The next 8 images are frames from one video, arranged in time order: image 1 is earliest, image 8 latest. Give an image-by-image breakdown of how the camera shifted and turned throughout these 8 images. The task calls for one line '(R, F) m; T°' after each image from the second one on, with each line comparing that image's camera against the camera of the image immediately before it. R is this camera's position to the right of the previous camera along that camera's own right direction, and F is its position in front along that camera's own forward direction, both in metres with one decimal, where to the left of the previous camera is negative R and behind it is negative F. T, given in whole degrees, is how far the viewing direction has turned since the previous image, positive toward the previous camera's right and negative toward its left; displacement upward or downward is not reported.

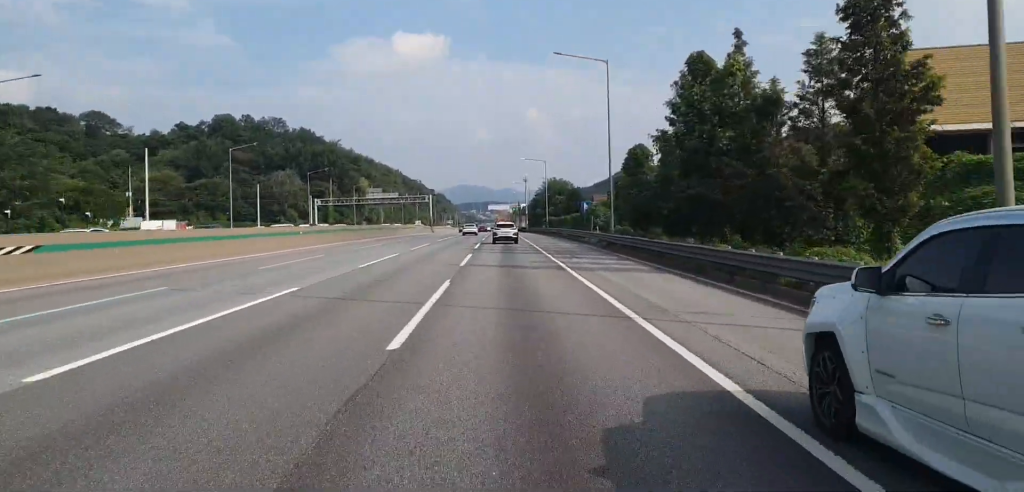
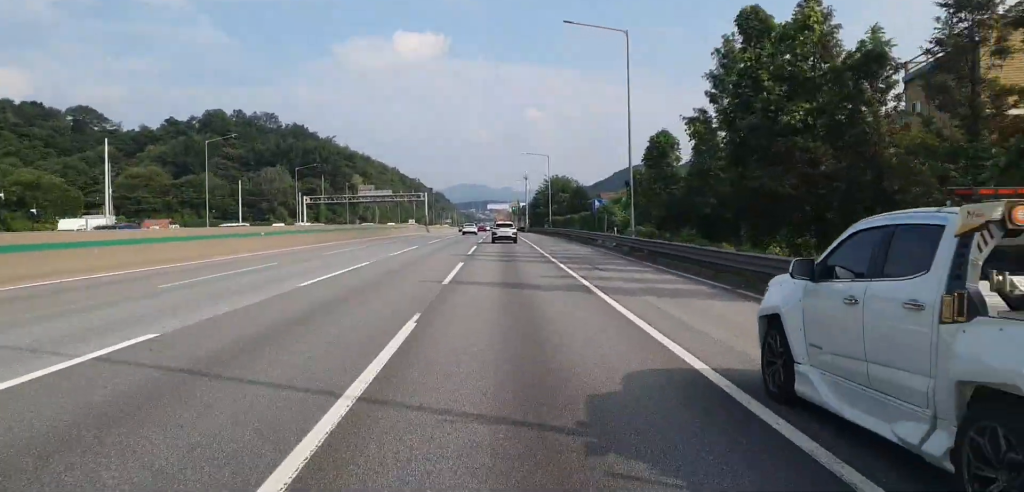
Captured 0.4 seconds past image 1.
(-0.1, +8.0) m; -1°
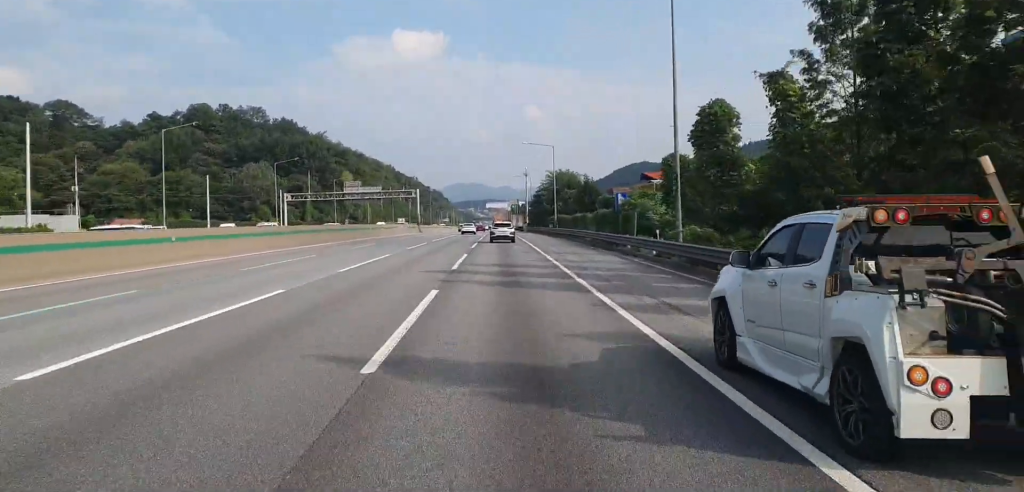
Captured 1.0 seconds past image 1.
(-0.1, +11.4) m; -1°
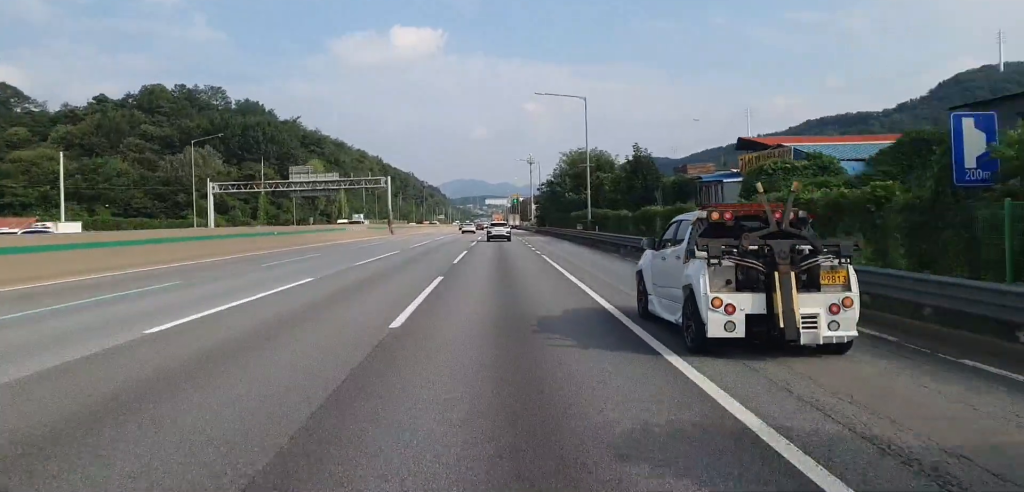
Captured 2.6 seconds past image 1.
(+0.1, +33.0) m; +1°
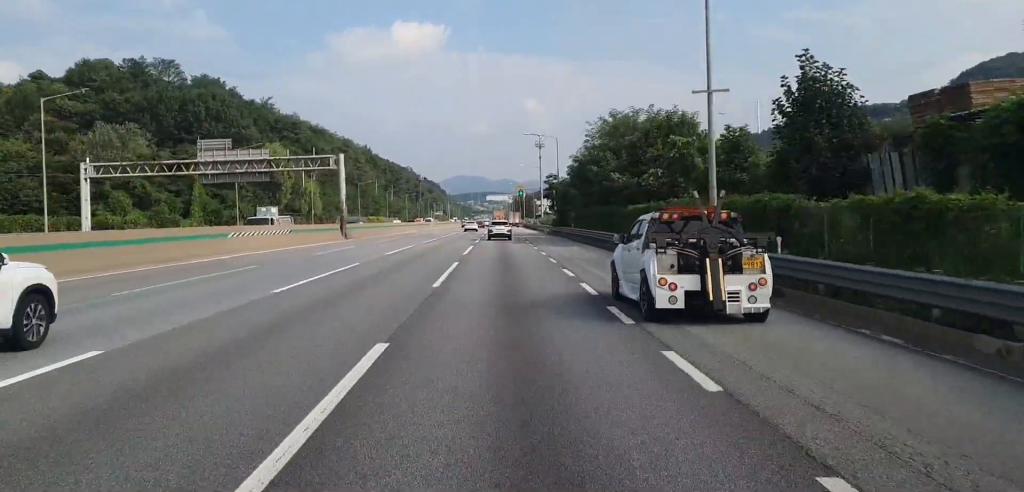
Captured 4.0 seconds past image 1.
(-0.1, +30.0) m; 0°
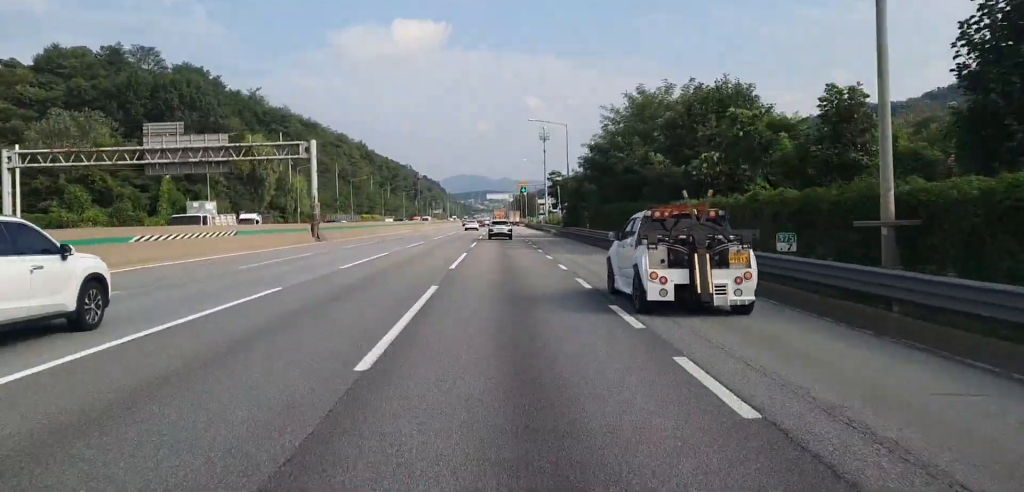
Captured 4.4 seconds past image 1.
(0.0, +10.3) m; 0°
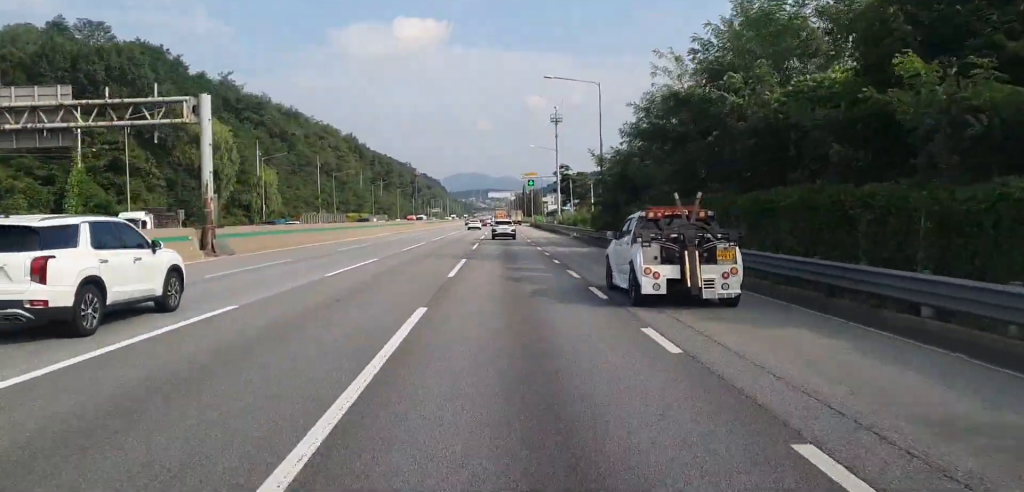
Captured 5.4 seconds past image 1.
(+0.2, +21.0) m; 0°
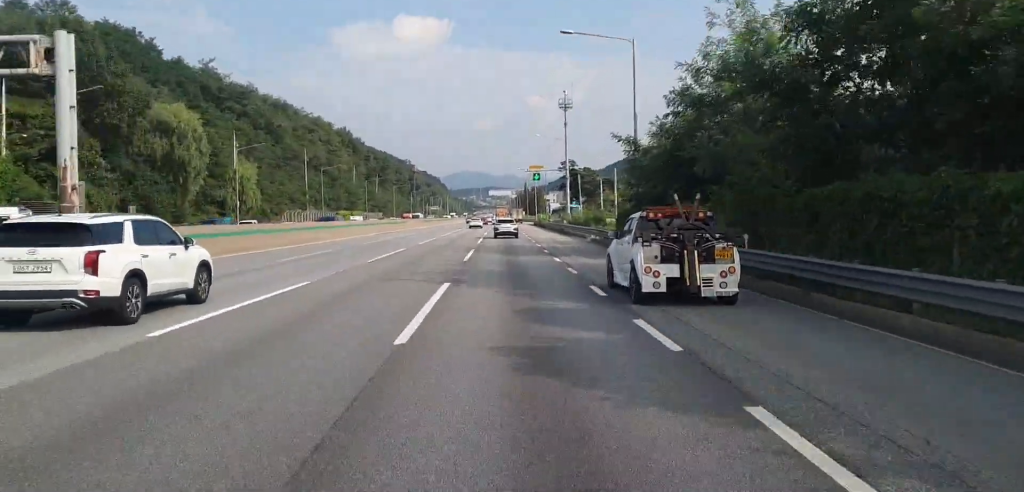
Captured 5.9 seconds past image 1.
(-0.1, +11.6) m; 0°
